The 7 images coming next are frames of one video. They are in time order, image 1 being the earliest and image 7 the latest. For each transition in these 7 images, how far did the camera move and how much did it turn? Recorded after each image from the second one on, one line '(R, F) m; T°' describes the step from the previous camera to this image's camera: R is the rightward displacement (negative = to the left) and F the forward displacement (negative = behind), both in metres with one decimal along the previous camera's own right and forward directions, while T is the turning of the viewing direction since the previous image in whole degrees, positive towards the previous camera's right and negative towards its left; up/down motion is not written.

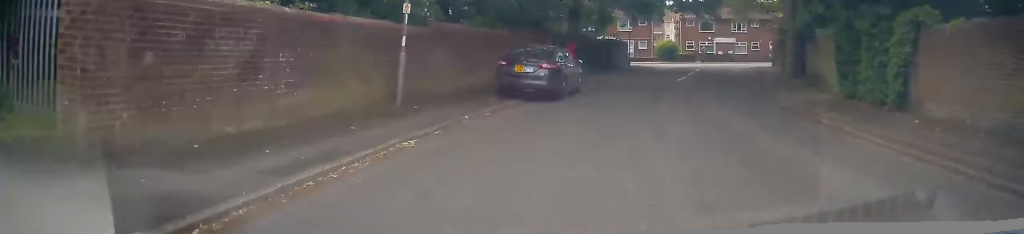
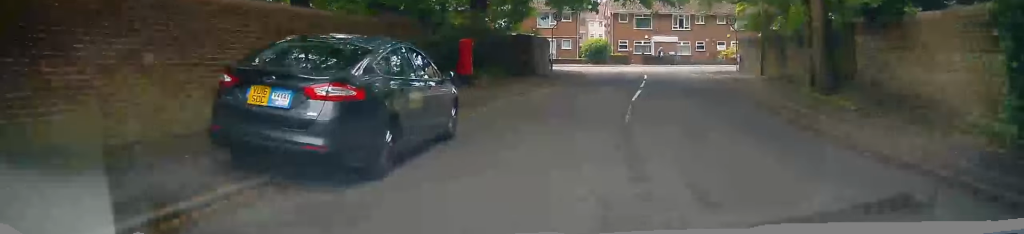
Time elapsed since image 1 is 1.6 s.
(+0.1, +8.9) m; +9°
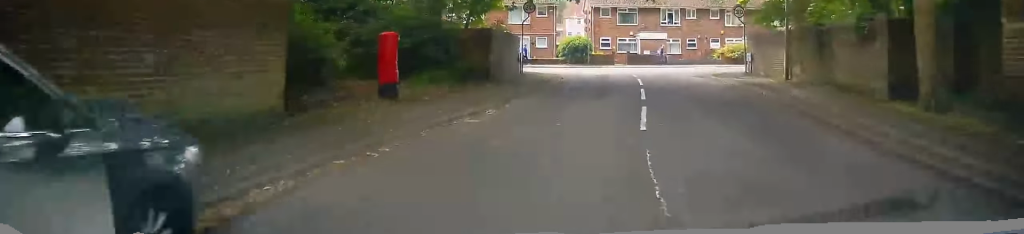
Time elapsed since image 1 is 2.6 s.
(+1.0, +6.0) m; +13°
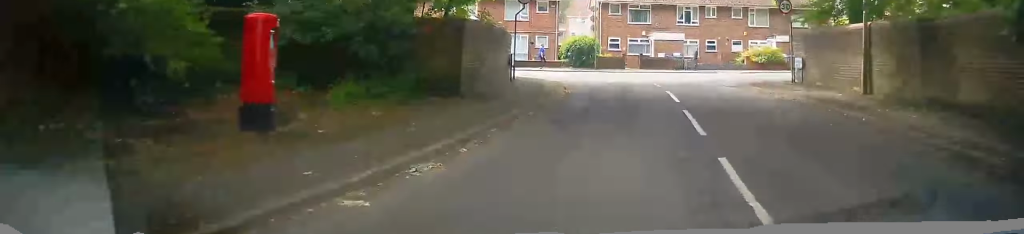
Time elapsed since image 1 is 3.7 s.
(+0.4, +7.1) m; +1°
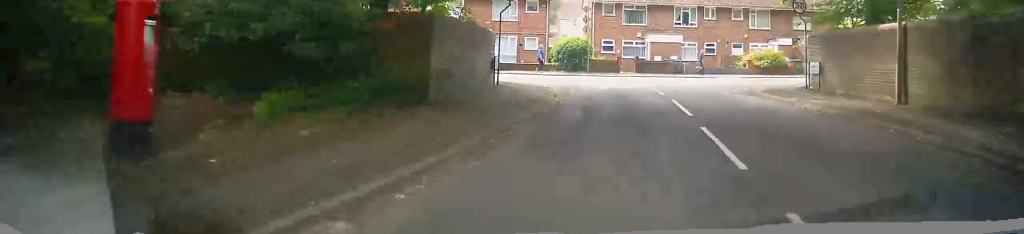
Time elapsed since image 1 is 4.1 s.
(0.0, +2.7) m; -1°
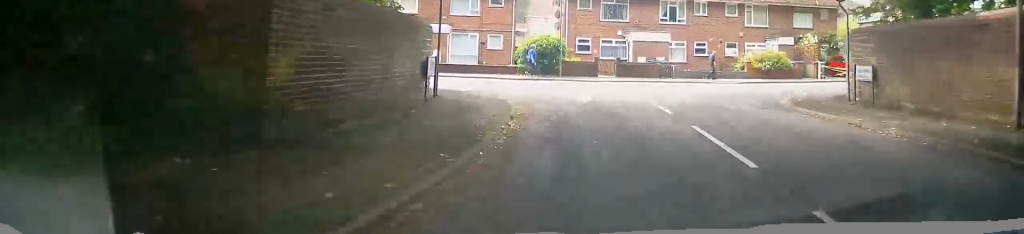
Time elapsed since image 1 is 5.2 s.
(-0.2, +6.1) m; -1°
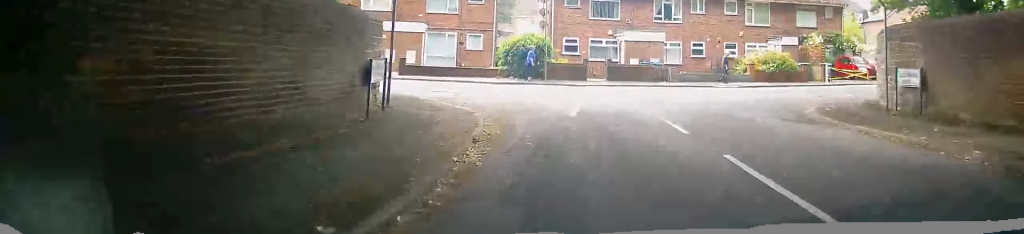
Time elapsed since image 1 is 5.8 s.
(+0.2, +3.0) m; -1°
